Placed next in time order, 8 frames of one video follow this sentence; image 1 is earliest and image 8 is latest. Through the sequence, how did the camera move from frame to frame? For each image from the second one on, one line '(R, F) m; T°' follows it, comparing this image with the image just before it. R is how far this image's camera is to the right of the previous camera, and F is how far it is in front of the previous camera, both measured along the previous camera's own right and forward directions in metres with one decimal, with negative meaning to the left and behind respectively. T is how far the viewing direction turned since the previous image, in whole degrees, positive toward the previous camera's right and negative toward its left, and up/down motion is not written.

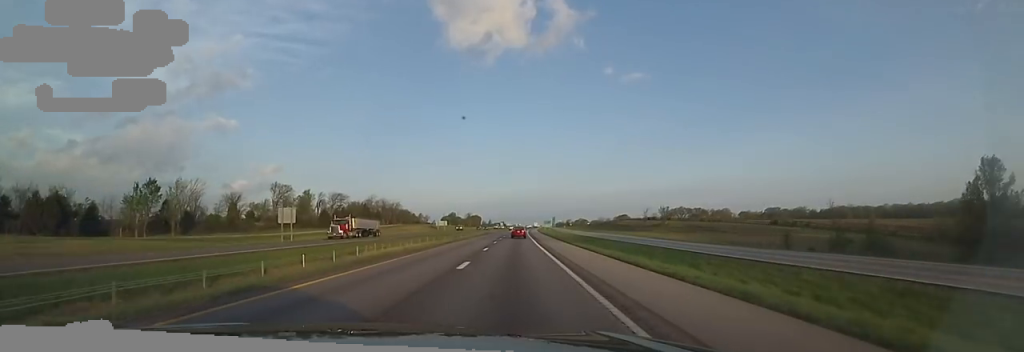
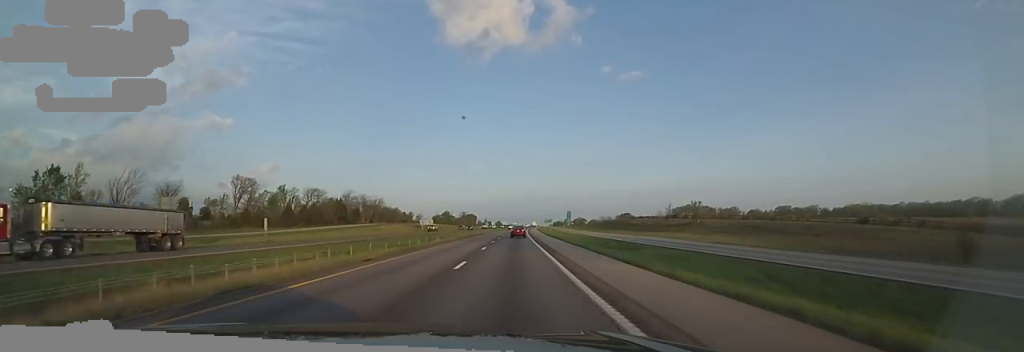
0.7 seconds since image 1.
(+0.1, +24.6) m; +2°
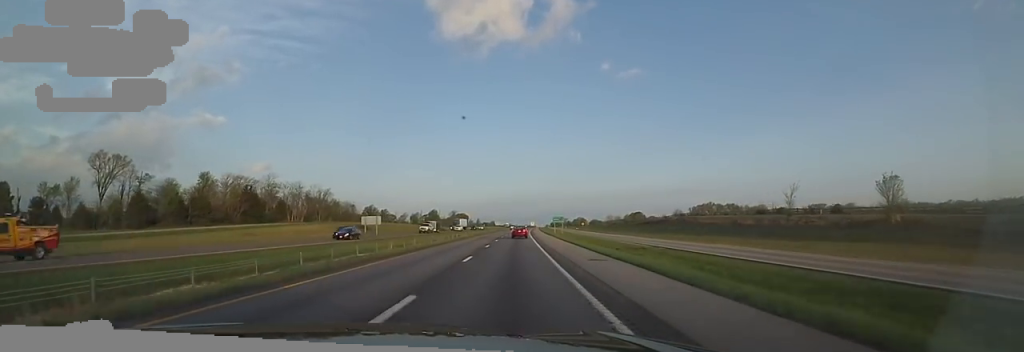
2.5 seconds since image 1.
(+3.2, +58.2) m; +2°
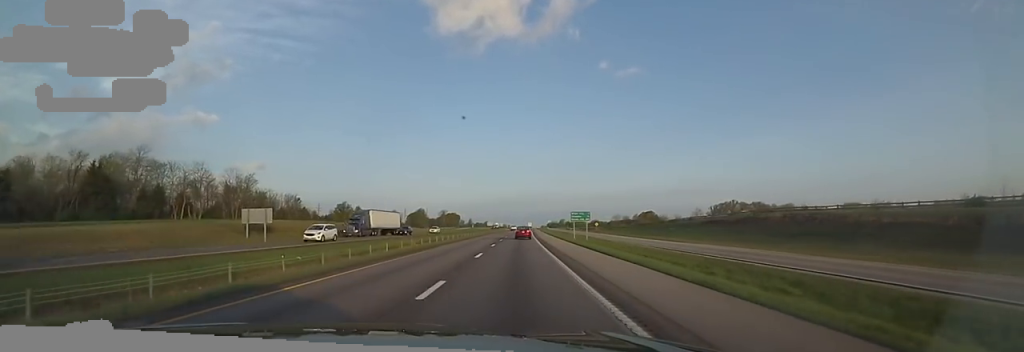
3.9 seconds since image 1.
(-1.6, +45.3) m; 0°
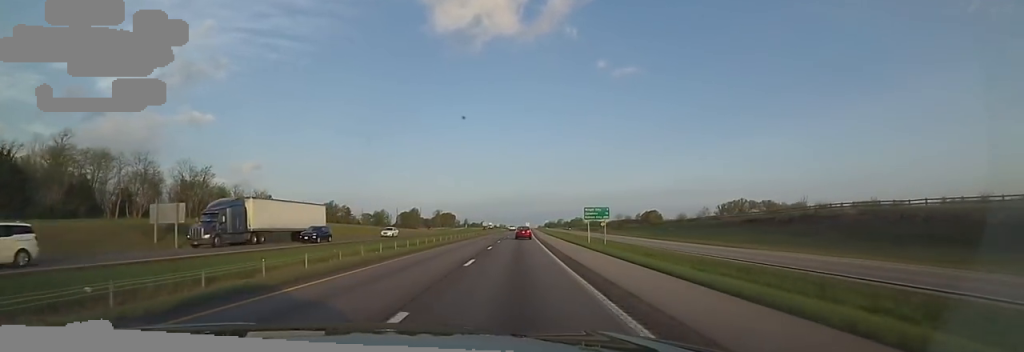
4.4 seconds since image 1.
(0.0, +15.9) m; +1°
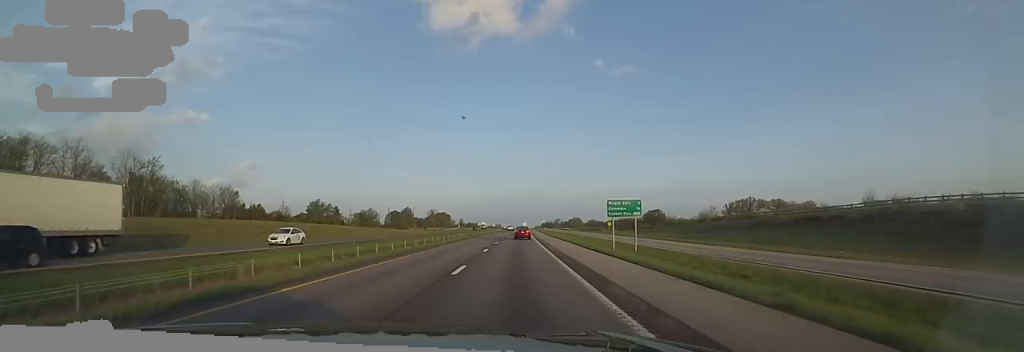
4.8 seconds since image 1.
(+0.3, +15.1) m; 0°
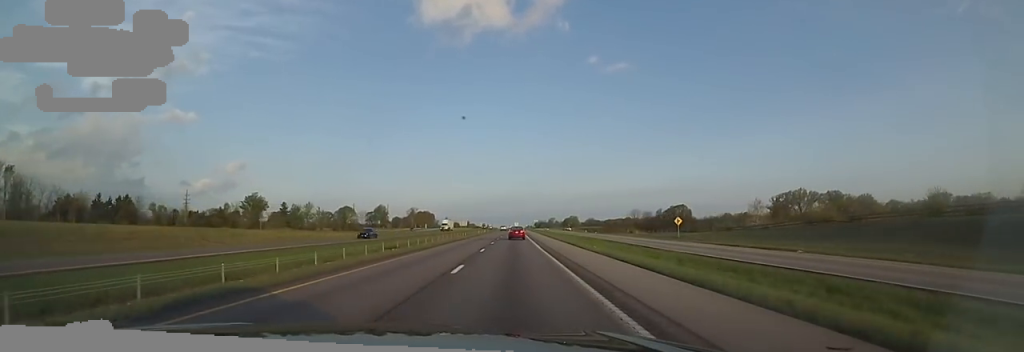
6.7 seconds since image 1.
(+0.4, +60.5) m; +2°
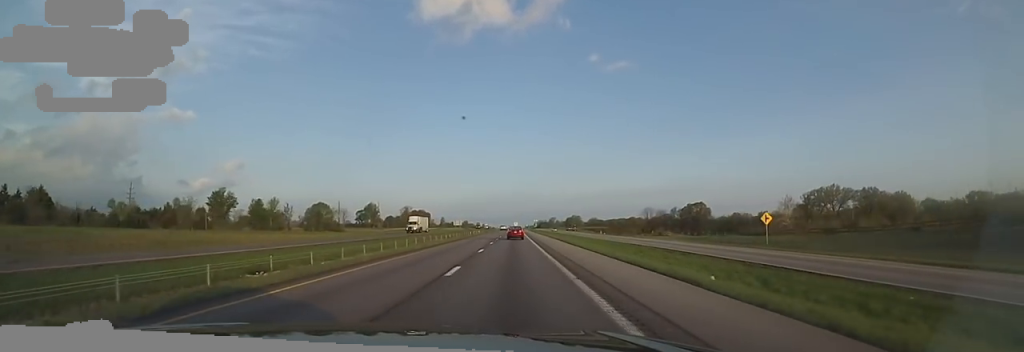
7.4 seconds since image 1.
(+1.1, +26.2) m; +1°
